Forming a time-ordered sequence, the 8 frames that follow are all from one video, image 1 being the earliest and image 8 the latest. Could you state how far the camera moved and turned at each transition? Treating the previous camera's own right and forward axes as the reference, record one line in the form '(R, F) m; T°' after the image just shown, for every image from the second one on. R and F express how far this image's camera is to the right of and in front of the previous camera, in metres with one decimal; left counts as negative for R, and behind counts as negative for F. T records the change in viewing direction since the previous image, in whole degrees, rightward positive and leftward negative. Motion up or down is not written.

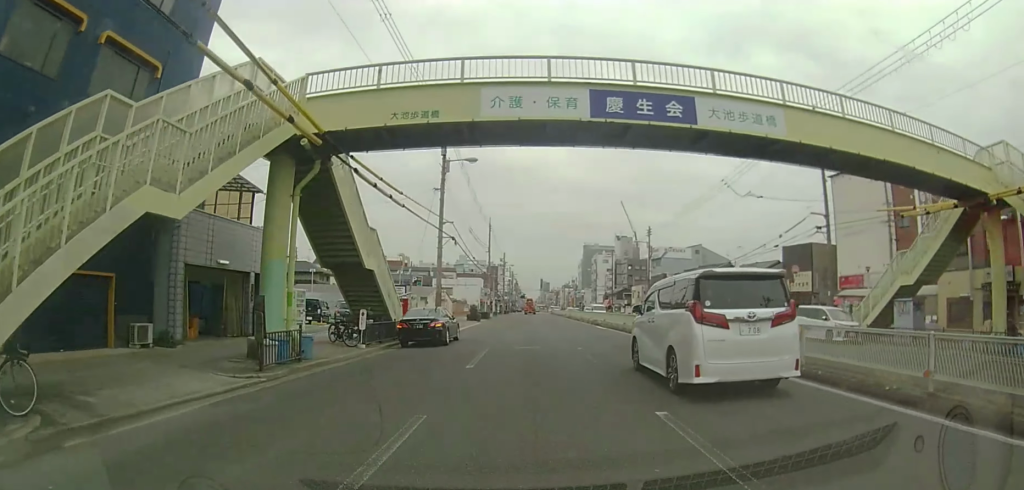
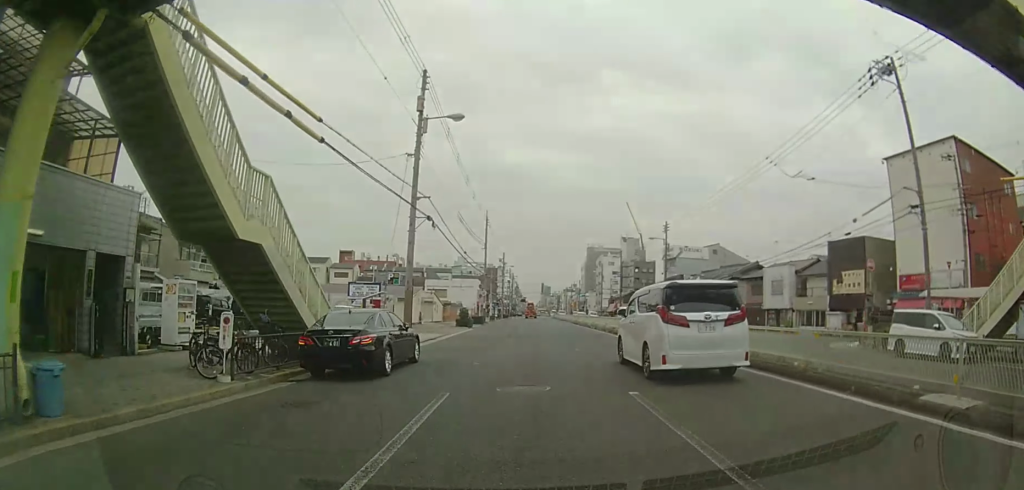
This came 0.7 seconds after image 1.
(+0.2, +9.0) m; 0°
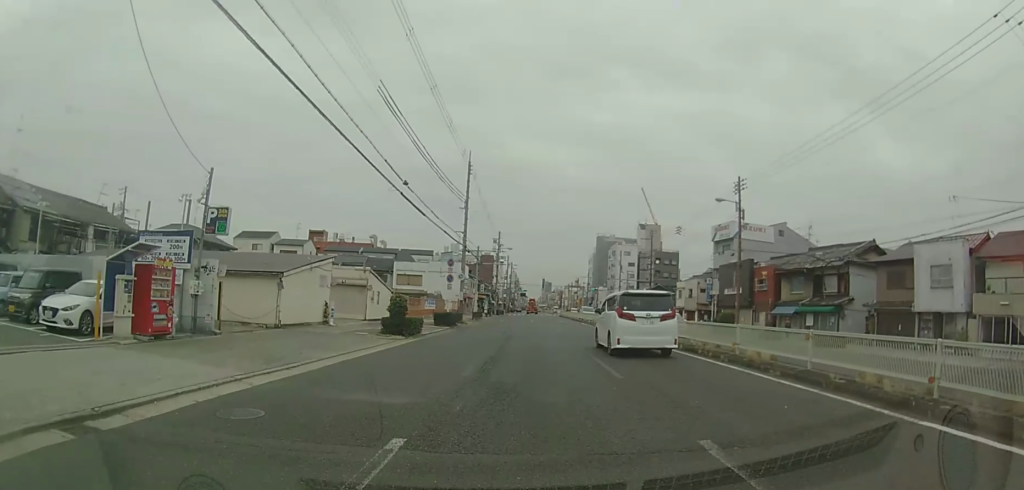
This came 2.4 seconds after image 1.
(-0.6, +23.1) m; -2°
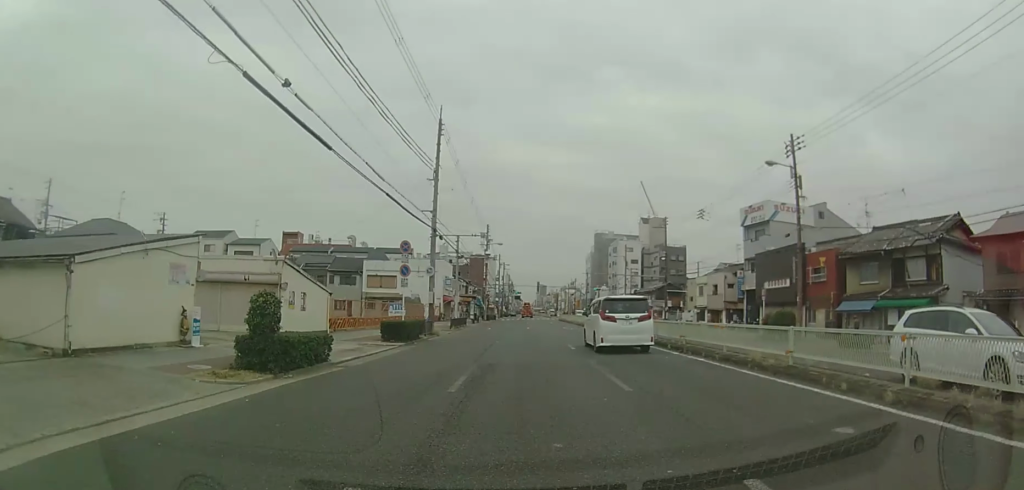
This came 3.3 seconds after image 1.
(0.0, +10.7) m; 0°
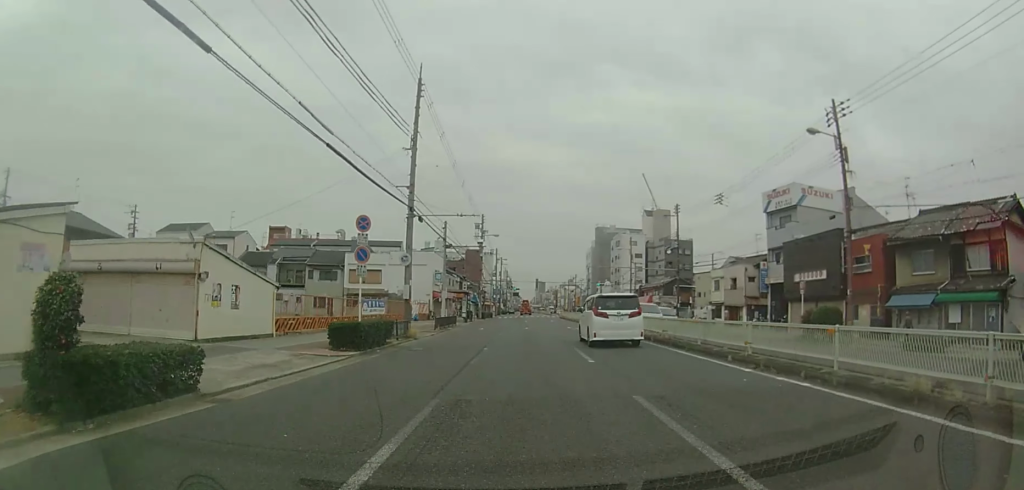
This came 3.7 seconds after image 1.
(0.0, +5.6) m; 0°
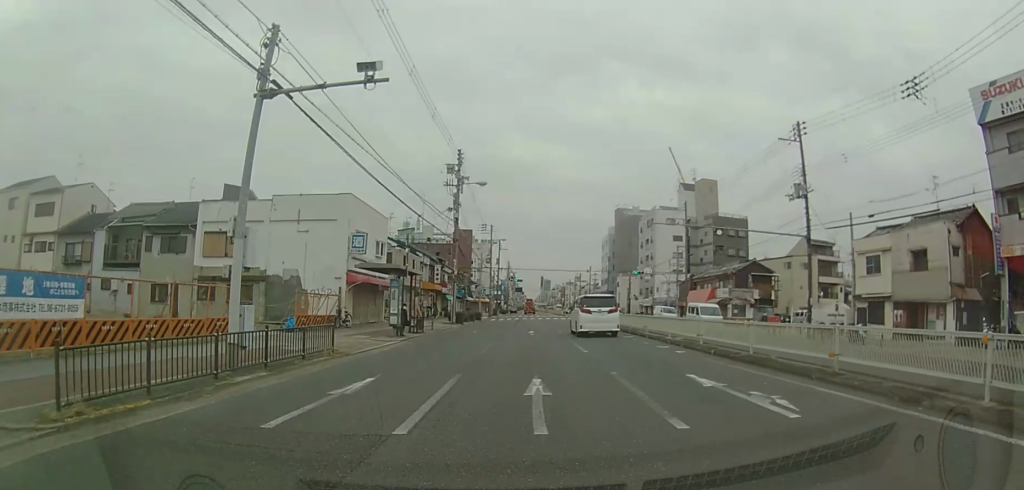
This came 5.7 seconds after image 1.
(+1.0, +27.8) m; +3°
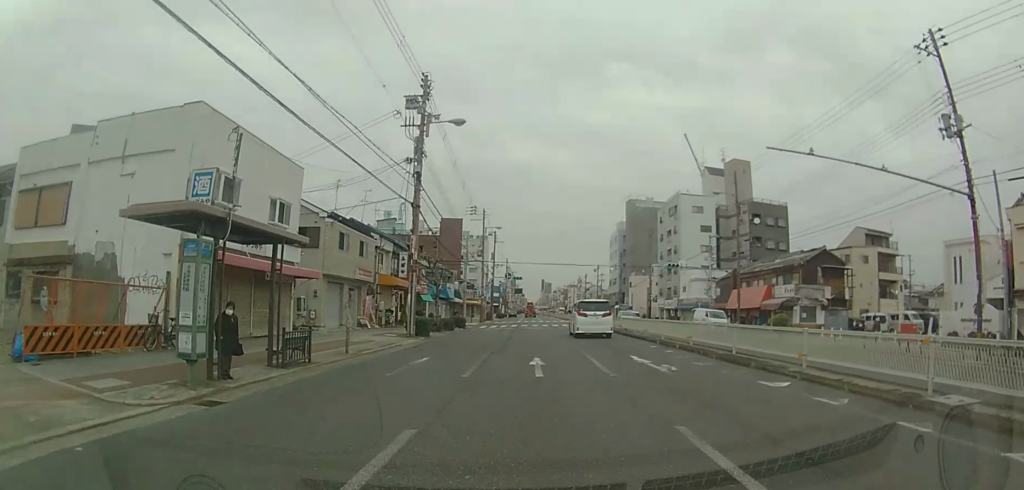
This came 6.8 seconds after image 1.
(-0.2, +14.9) m; -1°
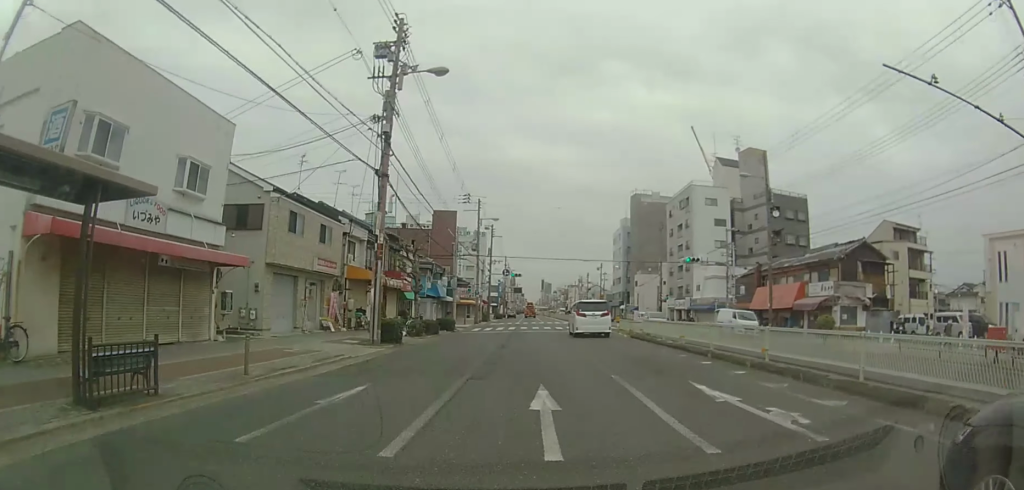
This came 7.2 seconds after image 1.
(0.0, +6.1) m; 0°
